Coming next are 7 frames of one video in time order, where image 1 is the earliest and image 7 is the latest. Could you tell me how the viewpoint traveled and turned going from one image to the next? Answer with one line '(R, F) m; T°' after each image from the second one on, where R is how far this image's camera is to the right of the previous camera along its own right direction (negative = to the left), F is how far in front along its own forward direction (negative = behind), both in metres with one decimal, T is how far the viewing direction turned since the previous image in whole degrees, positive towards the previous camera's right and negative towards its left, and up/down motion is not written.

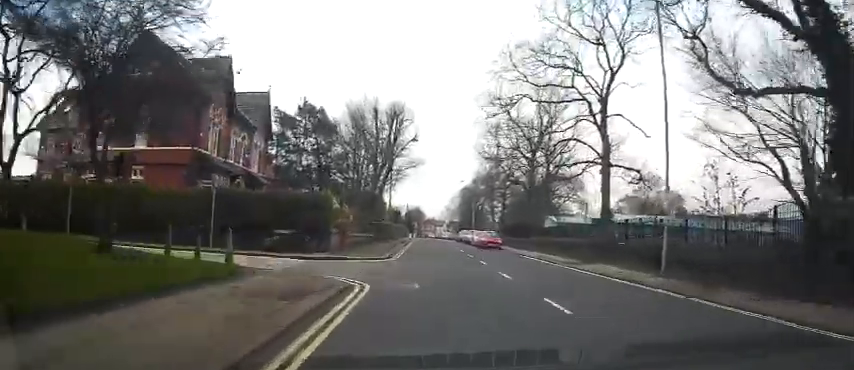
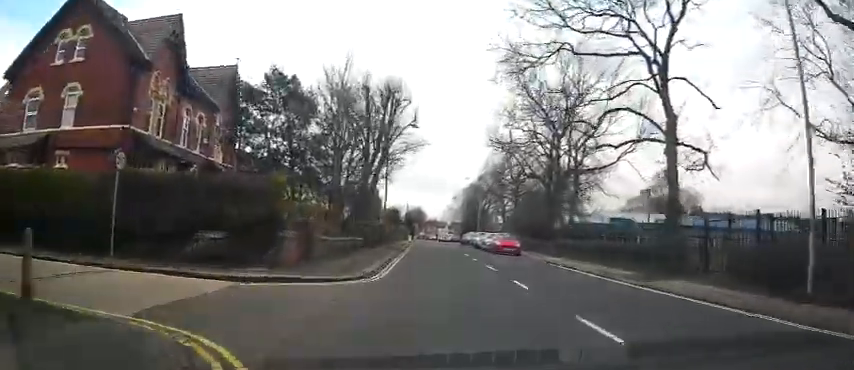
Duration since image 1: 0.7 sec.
(0.0, +7.7) m; 0°
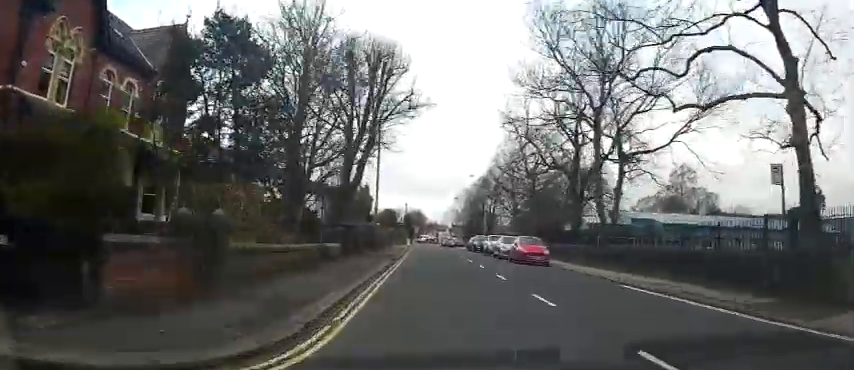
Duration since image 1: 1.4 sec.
(0.0, +8.1) m; 0°
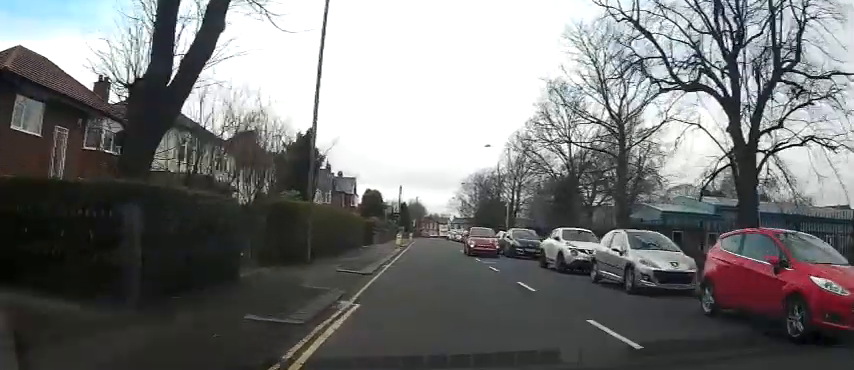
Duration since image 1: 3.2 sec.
(0.0, +21.0) m; 0°
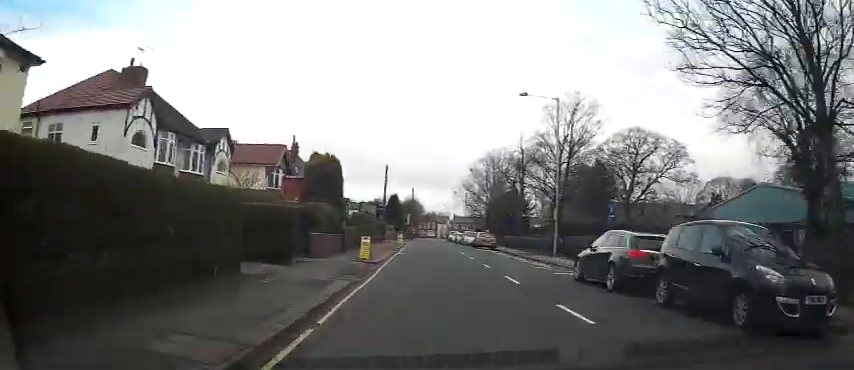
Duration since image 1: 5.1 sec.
(+0.1, +21.4) m; 0°
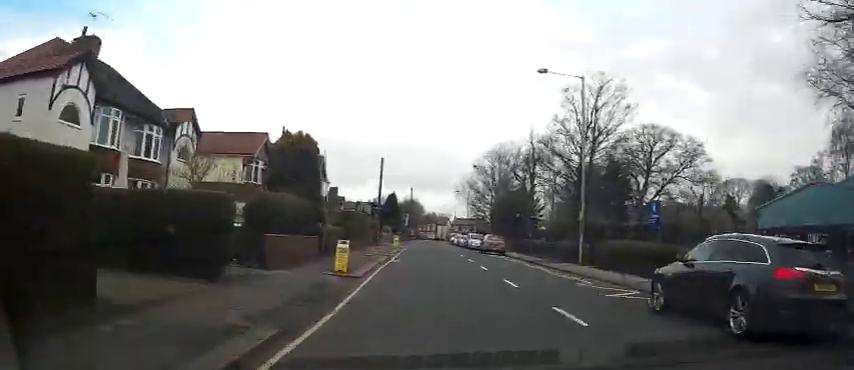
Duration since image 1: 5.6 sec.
(0.0, +5.6) m; 0°
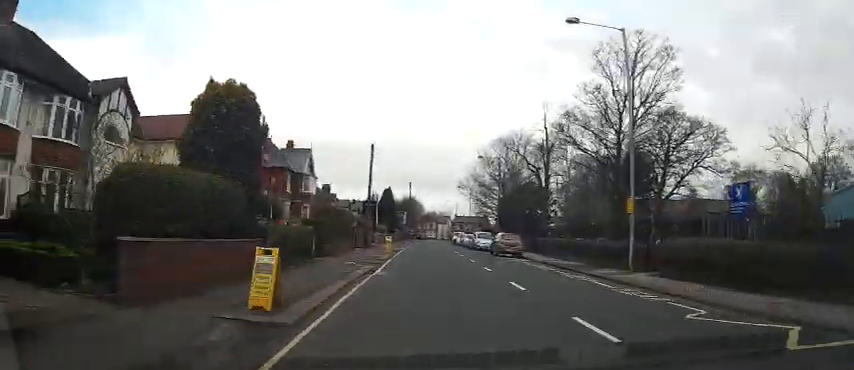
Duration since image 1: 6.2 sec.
(0.0, +7.0) m; 0°
